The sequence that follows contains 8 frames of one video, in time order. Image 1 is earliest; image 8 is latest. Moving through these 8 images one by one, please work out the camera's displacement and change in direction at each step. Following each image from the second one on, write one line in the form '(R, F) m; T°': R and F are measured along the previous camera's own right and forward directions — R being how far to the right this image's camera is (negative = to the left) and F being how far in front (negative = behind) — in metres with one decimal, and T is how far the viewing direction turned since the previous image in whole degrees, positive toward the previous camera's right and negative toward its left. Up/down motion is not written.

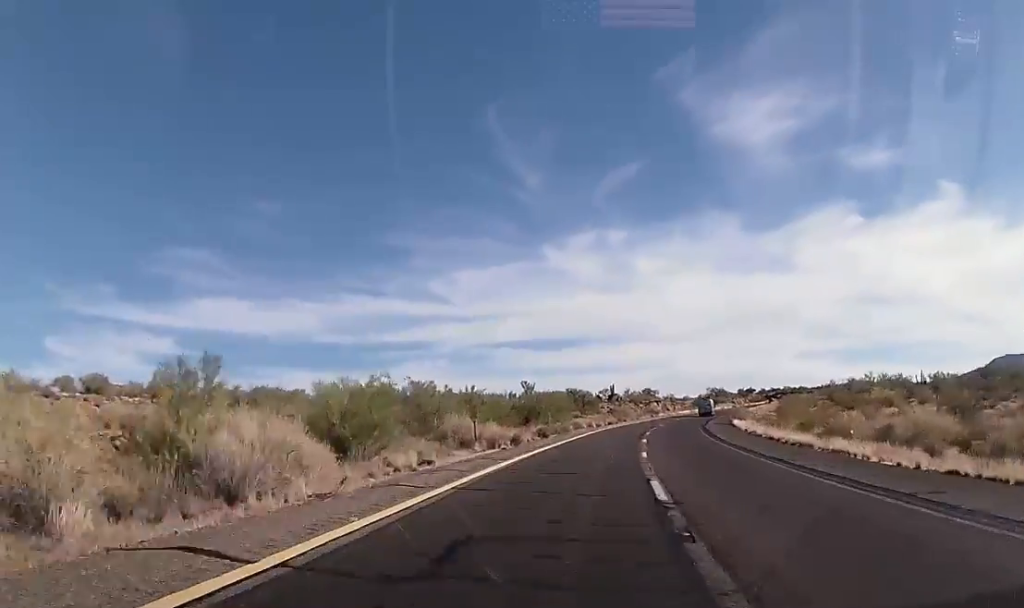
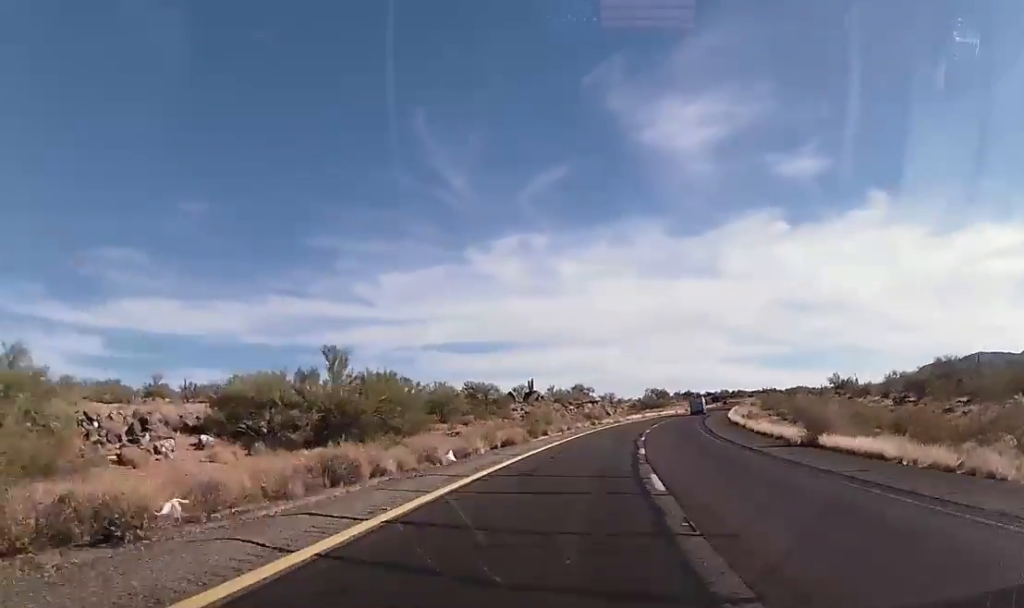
(+1.5, +46.0) m; +5°
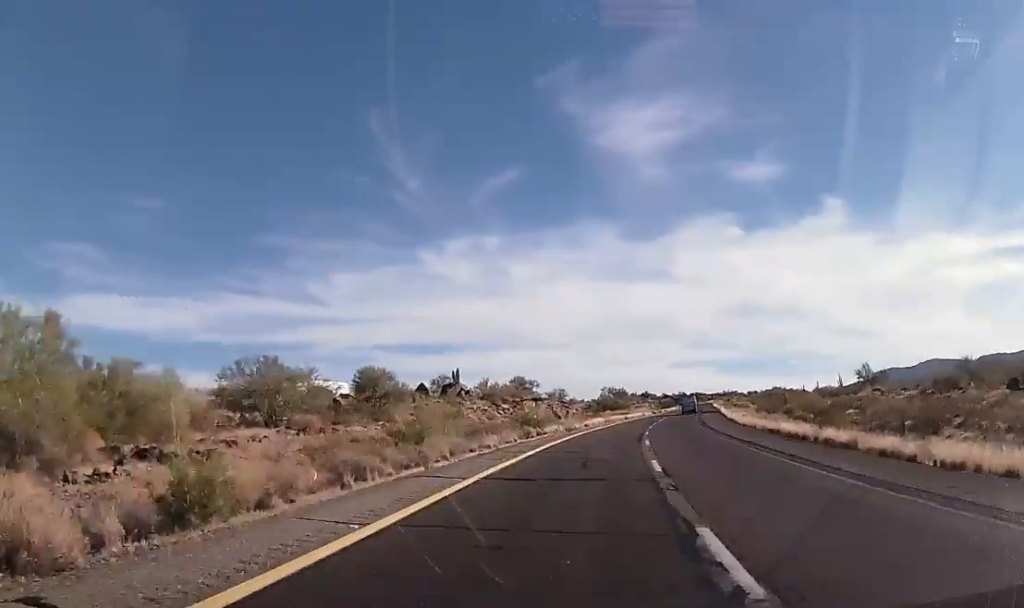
(+1.1, +32.0) m; +4°
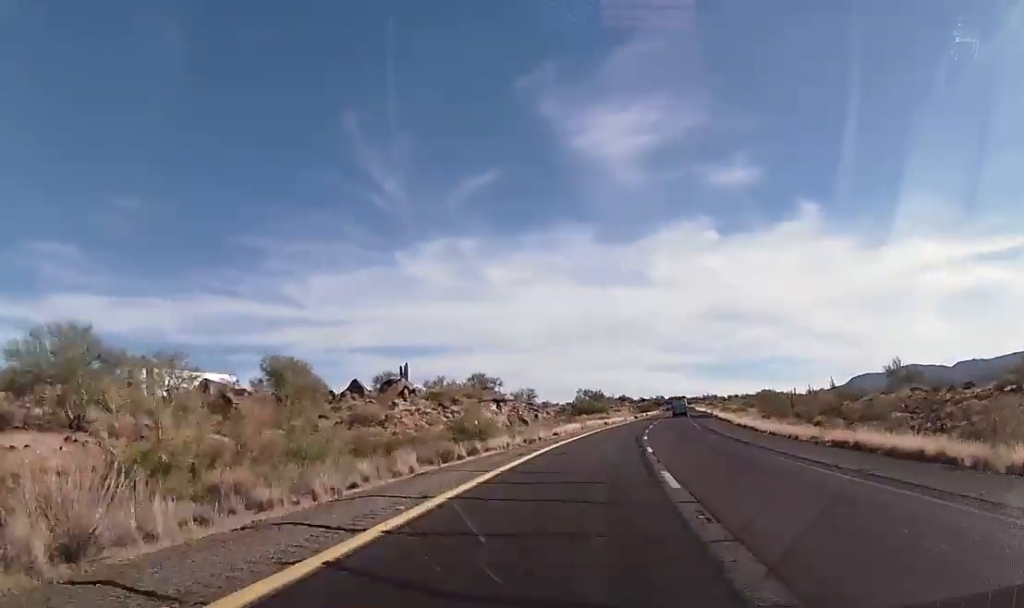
(+0.5, +16.0) m; +2°
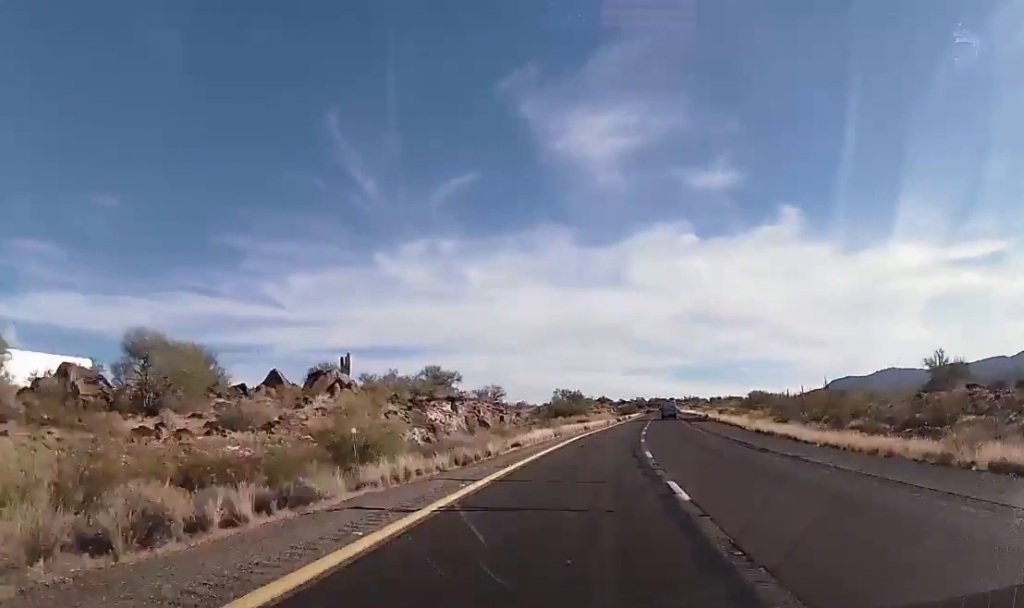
(0.0, +13.9) m; +2°
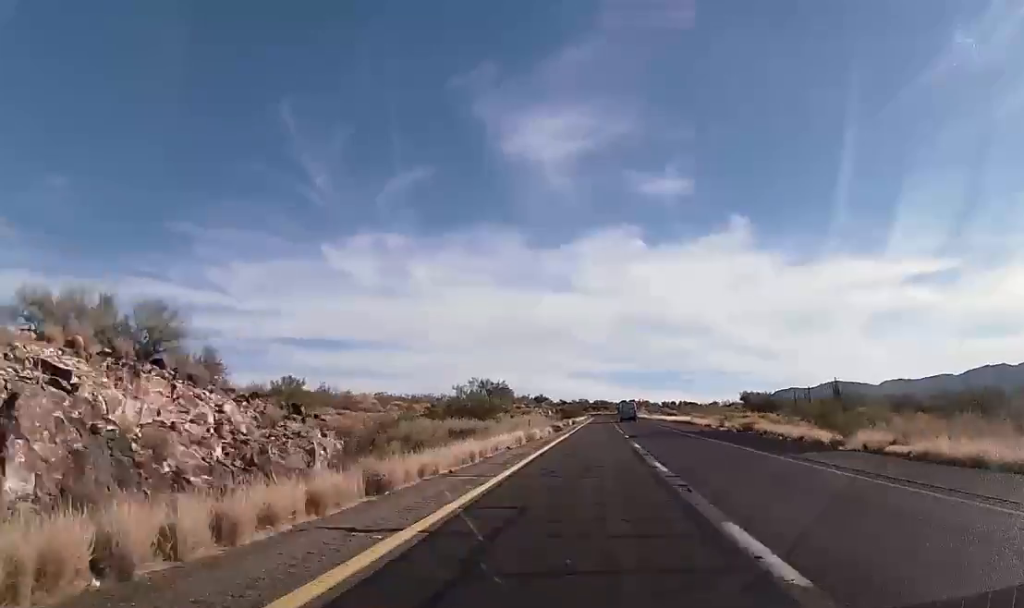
(+3.3, +54.3) m; +5°
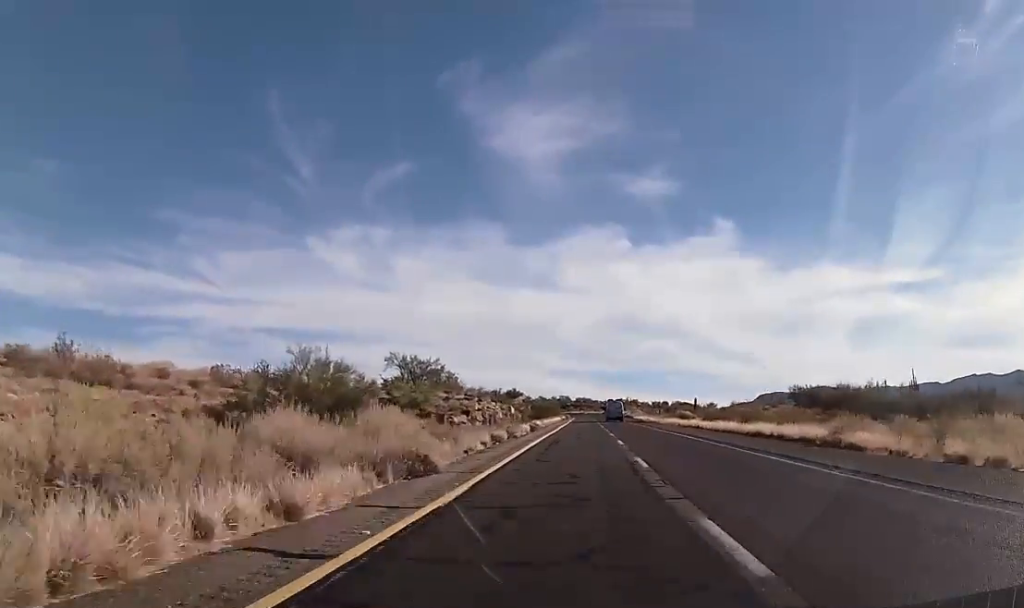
(+0.9, +47.8) m; +3°
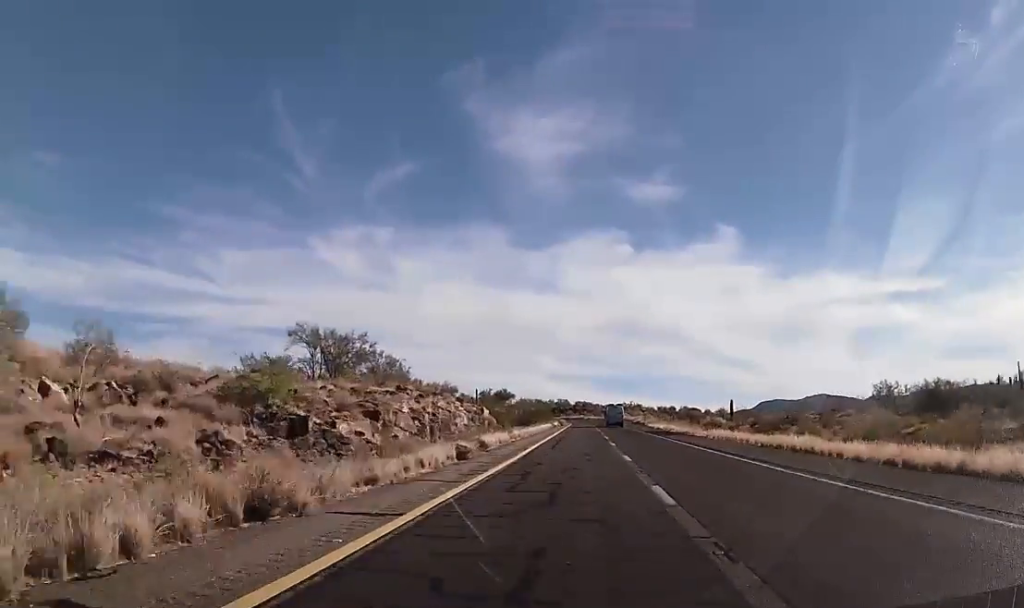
(+0.9, +30.7) m; +2°
